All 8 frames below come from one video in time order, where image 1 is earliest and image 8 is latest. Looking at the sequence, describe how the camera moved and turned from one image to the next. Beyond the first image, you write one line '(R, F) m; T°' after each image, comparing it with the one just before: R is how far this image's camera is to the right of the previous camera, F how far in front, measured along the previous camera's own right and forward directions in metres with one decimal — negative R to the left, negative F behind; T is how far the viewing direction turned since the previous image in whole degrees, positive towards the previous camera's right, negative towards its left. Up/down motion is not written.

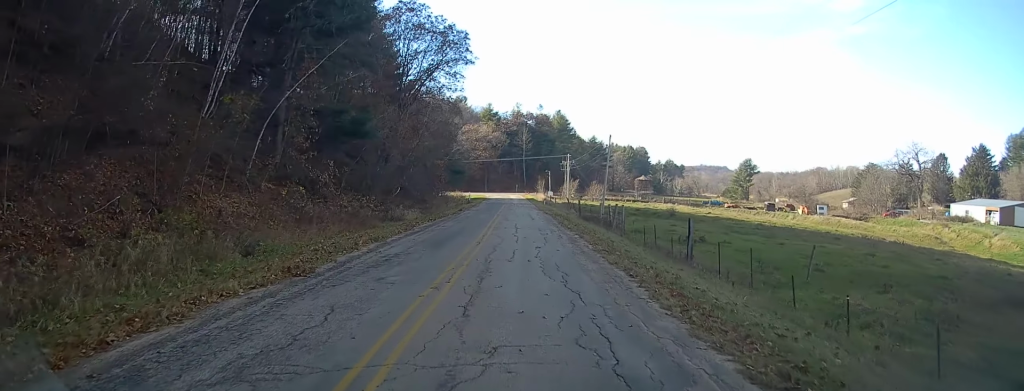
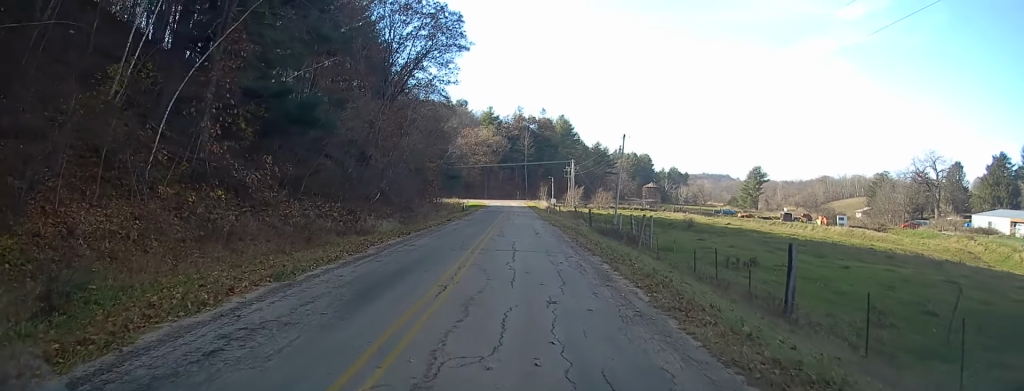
(+0.2, +8.8) m; +1°
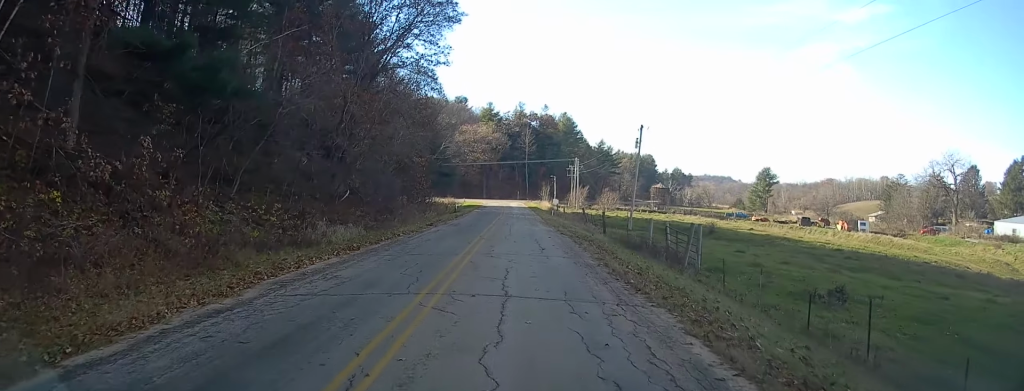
(0.0, +8.9) m; 0°
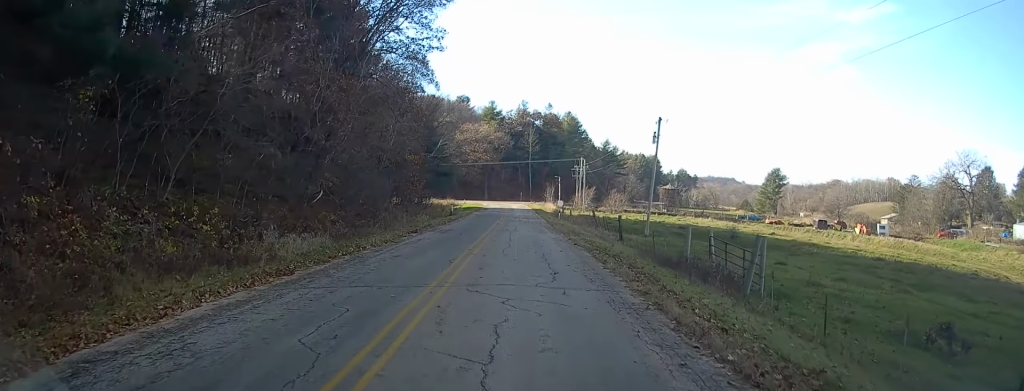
(0.0, +6.2) m; 0°
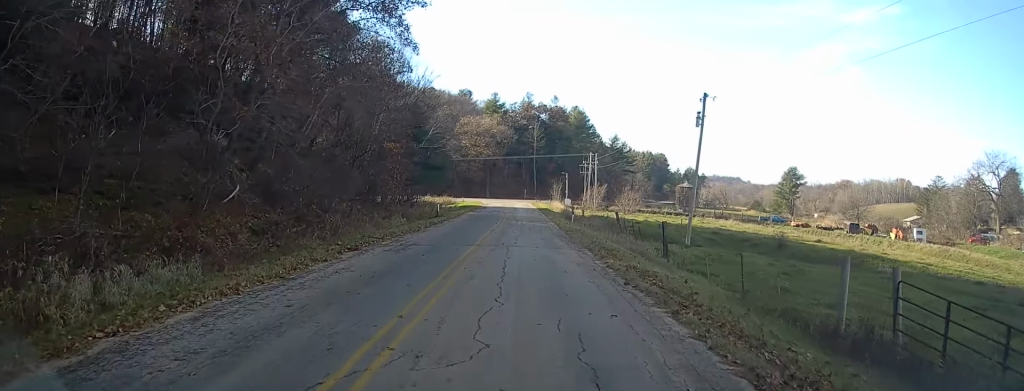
(0.0, +11.1) m; 0°
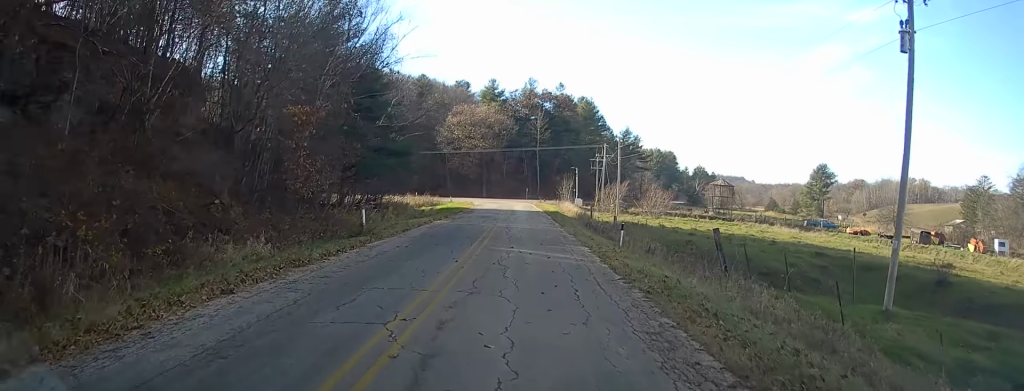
(0.0, +21.6) m; 0°
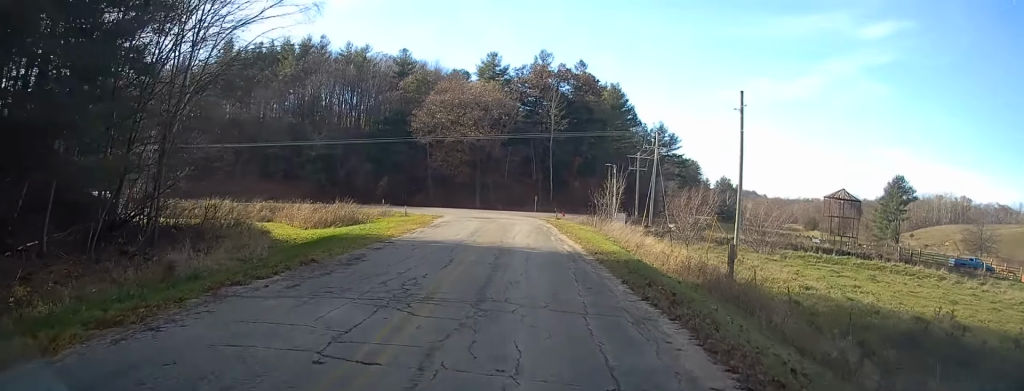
(0.0, +40.3) m; 0°
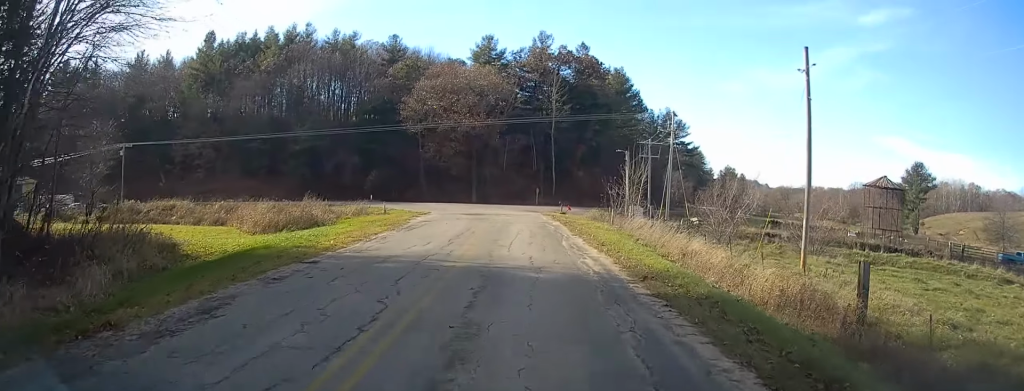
(0.0, +8.3) m; 0°
